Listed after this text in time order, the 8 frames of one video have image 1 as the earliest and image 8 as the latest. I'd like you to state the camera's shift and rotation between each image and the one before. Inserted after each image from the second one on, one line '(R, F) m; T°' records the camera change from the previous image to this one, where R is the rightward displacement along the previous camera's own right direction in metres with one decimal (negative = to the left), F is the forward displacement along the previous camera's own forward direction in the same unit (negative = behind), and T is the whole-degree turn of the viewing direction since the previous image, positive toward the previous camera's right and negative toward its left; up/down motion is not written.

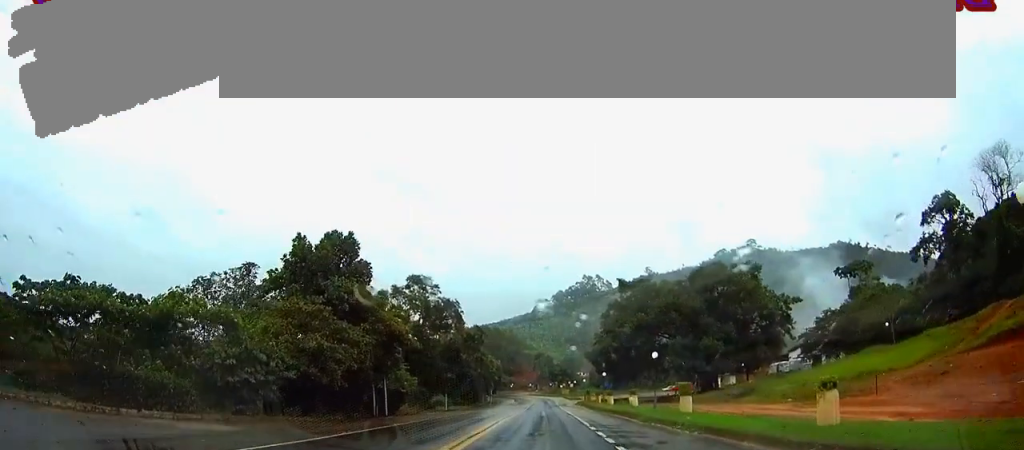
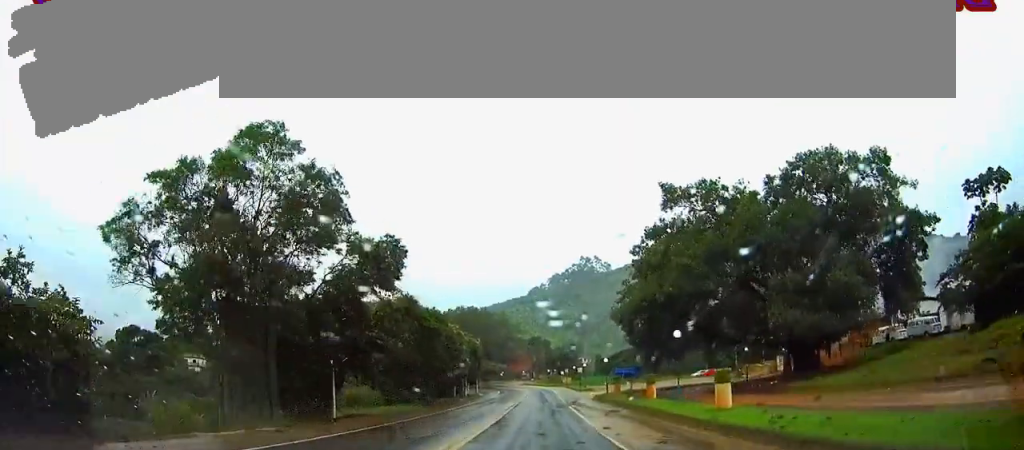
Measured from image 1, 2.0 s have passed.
(+0.2, +35.9) m; +1°
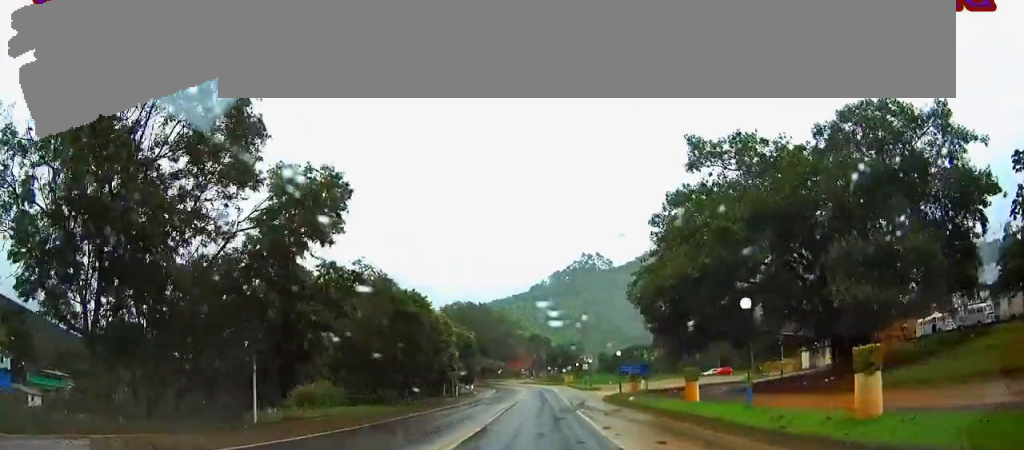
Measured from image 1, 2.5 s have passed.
(+0.1, +9.4) m; 0°
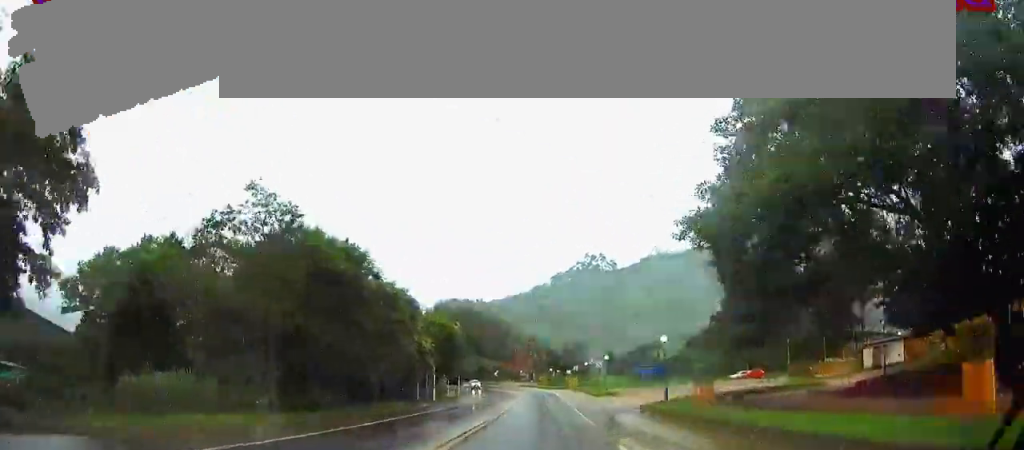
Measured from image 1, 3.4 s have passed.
(-0.1, +17.2) m; -1°
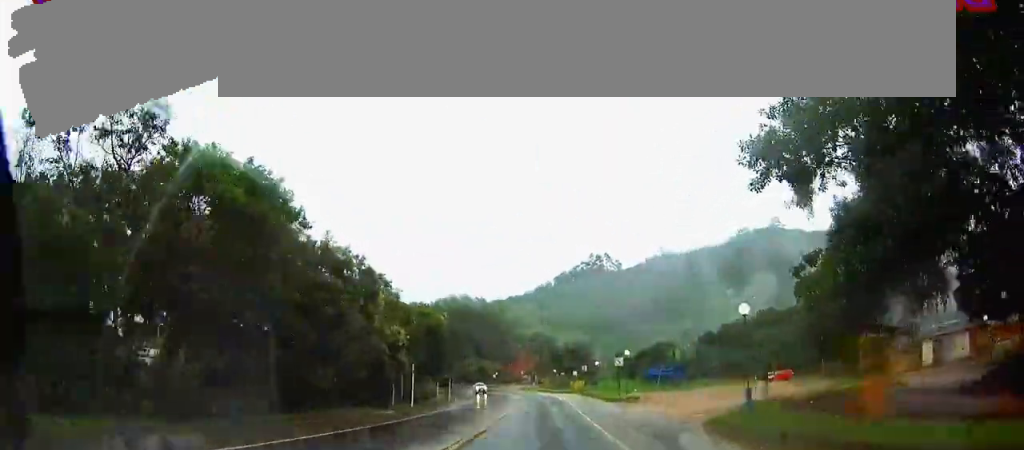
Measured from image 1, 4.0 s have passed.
(0.0, +11.6) m; 0°
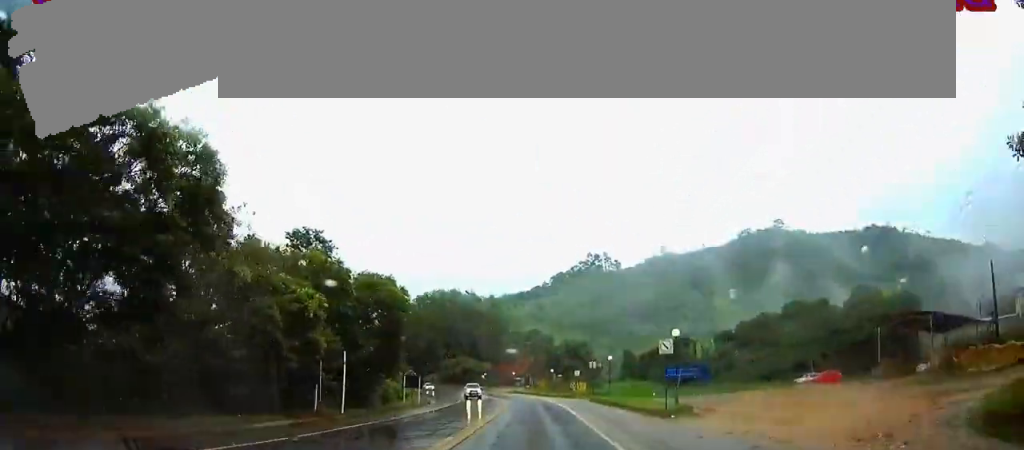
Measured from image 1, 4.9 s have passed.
(0.0, +16.9) m; 0°
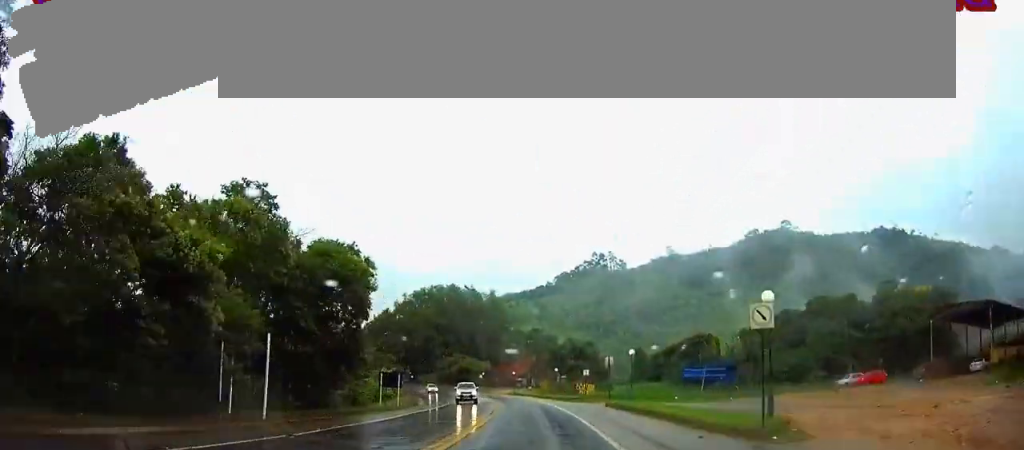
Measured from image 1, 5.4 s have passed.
(+0.1, +10.5) m; 0°
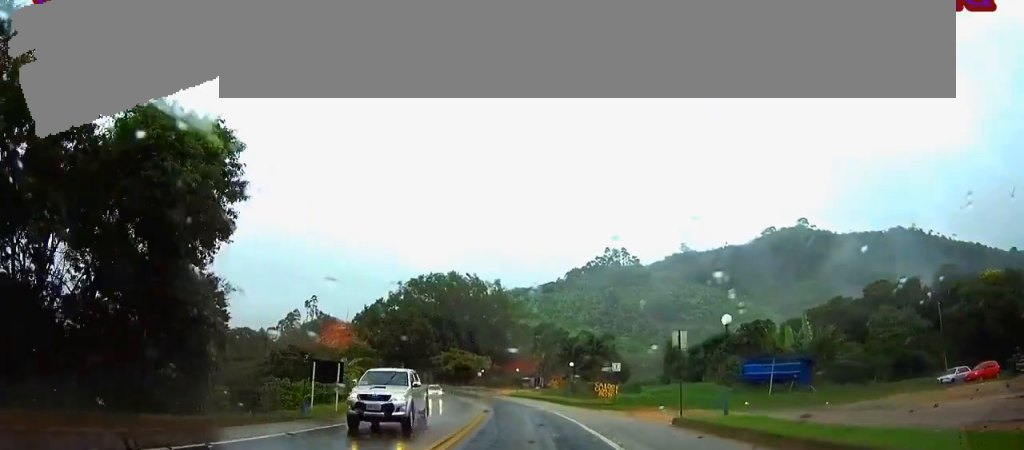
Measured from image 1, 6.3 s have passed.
(-0.1, +18.4) m; -1°
